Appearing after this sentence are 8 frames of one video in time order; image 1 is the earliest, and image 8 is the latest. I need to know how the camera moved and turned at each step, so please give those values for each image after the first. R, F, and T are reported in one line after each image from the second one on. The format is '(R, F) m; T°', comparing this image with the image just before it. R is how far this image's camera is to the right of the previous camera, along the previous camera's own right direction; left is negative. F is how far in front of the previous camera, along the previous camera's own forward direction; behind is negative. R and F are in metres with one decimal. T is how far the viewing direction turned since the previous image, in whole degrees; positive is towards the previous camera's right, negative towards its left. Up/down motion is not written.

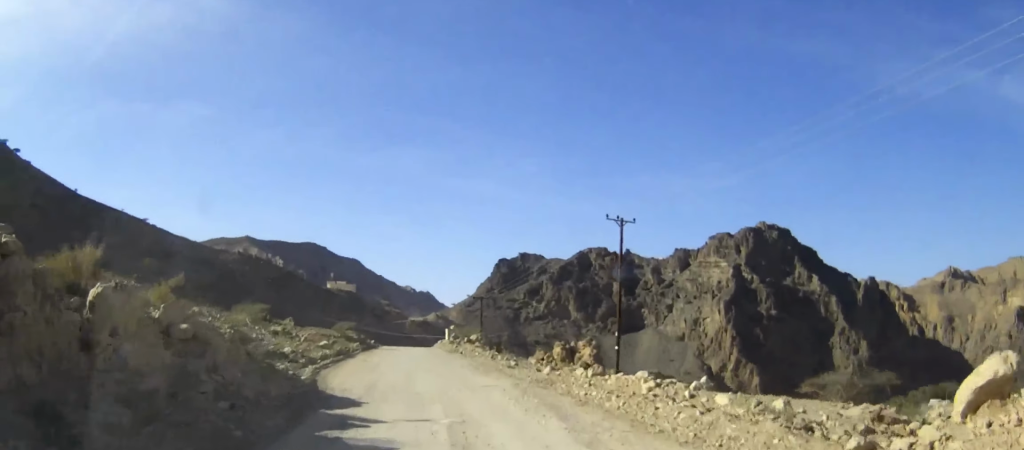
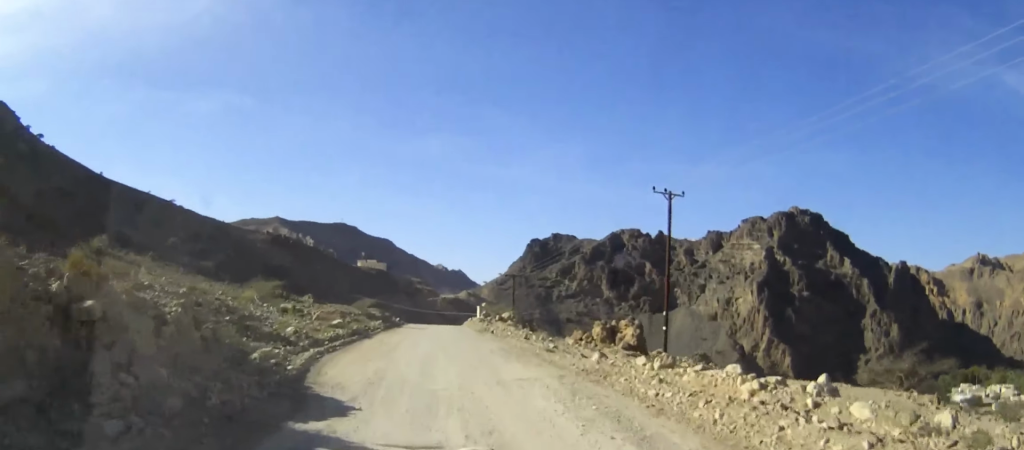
(-0.4, +4.1) m; -4°
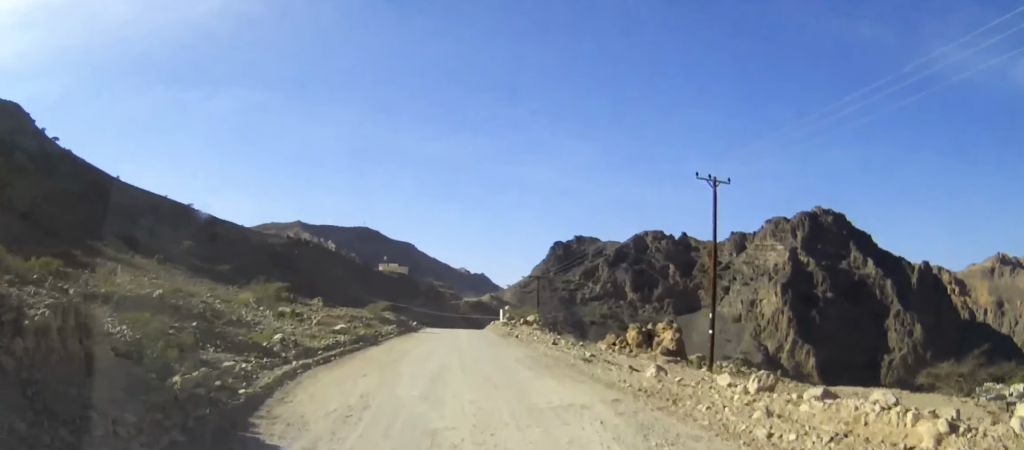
(-0.1, +4.3) m; -2°
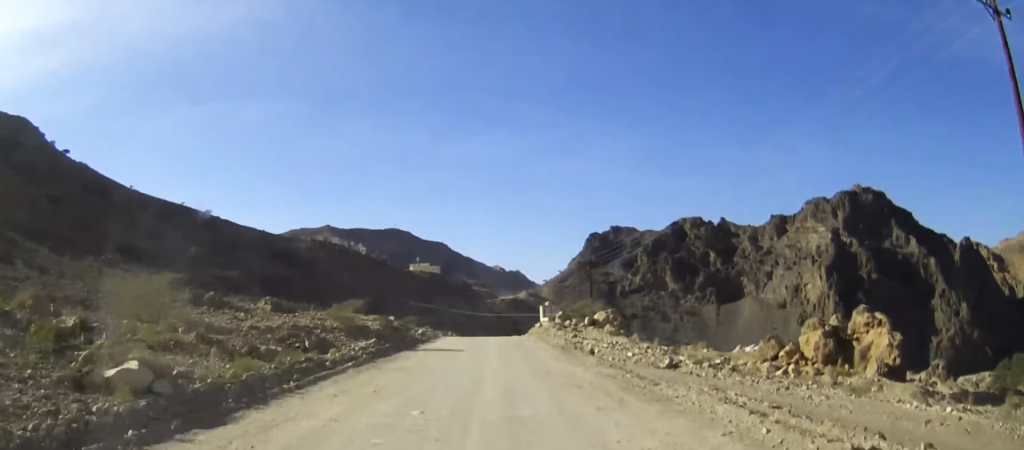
(-0.8, +19.7) m; -4°
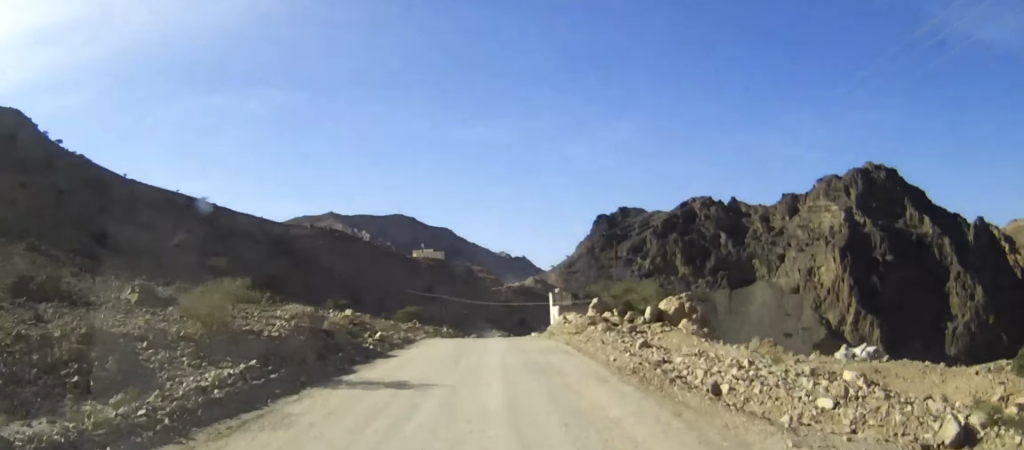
(-0.1, +13.3) m; -1°
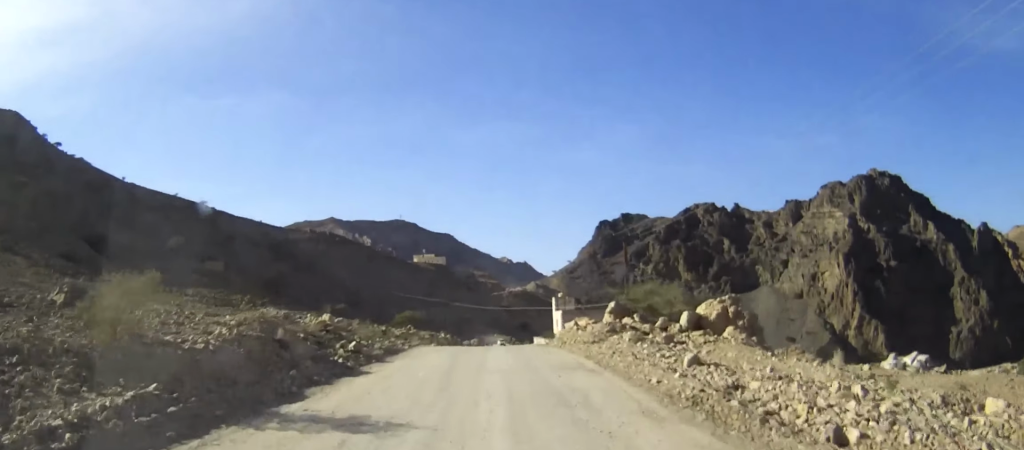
(0.0, +4.4) m; 0°
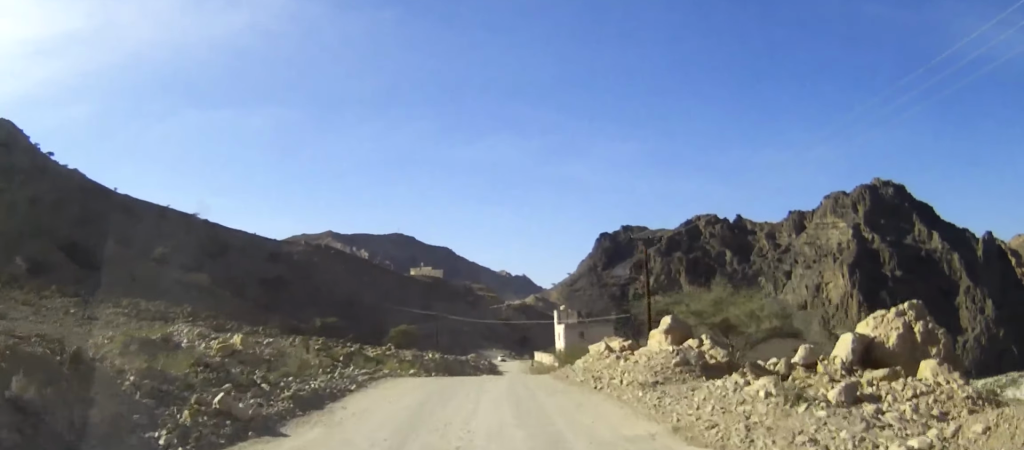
(0.0, +9.5) m; +1°
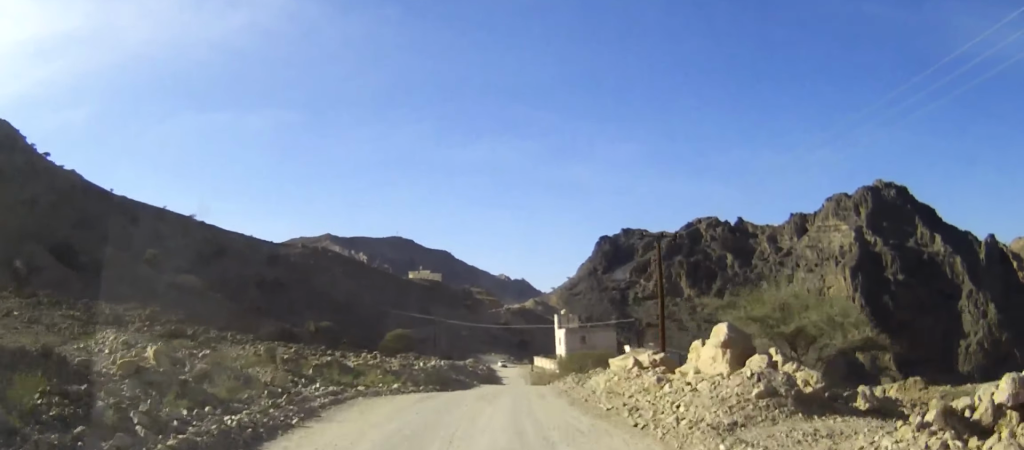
(0.0, +4.7) m; 0°
